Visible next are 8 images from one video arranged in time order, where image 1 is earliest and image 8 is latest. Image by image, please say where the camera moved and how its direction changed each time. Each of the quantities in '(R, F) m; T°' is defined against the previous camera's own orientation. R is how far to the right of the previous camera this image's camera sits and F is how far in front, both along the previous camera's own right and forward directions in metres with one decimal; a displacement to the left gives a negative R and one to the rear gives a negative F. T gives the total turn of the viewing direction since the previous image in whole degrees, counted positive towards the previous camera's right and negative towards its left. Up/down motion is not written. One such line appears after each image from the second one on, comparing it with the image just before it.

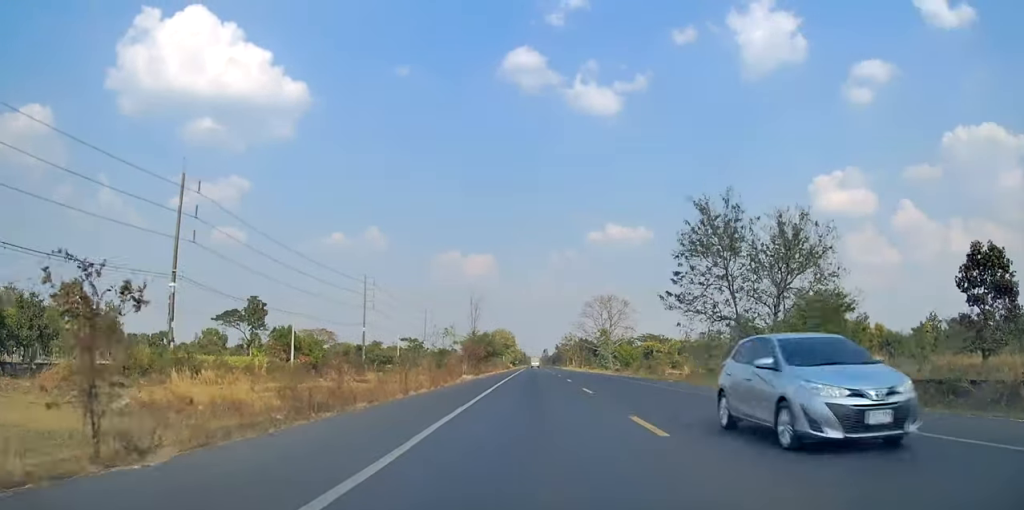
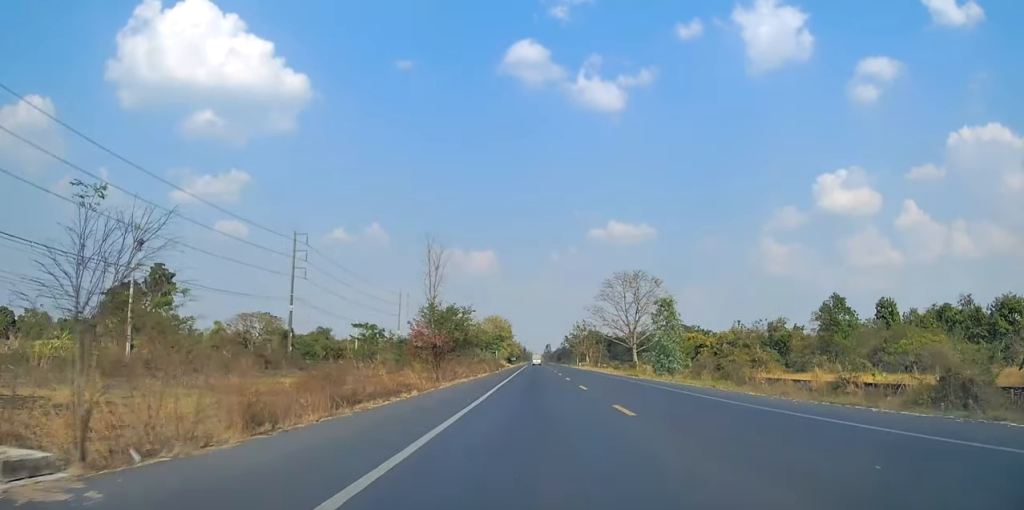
(+0.2, +43.6) m; 0°
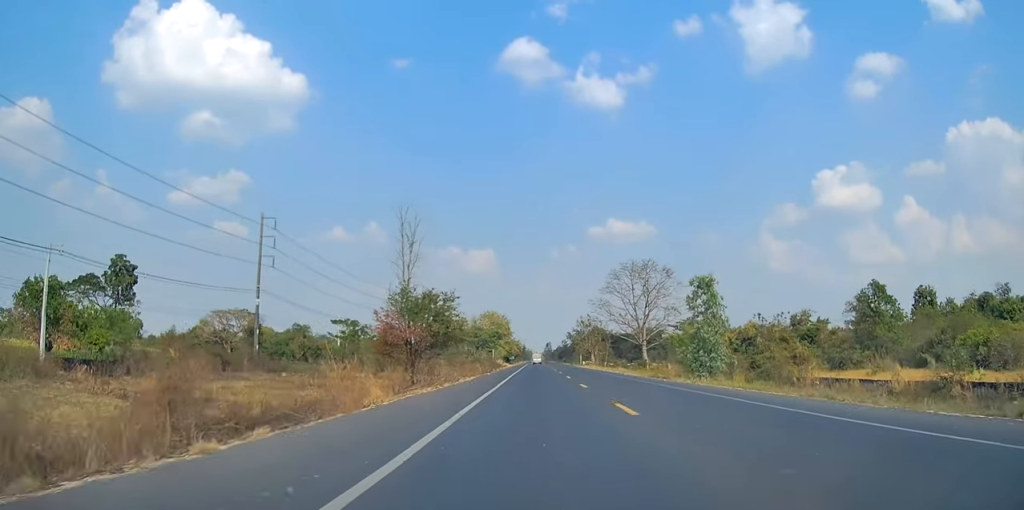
(0.0, +12.5) m; +1°
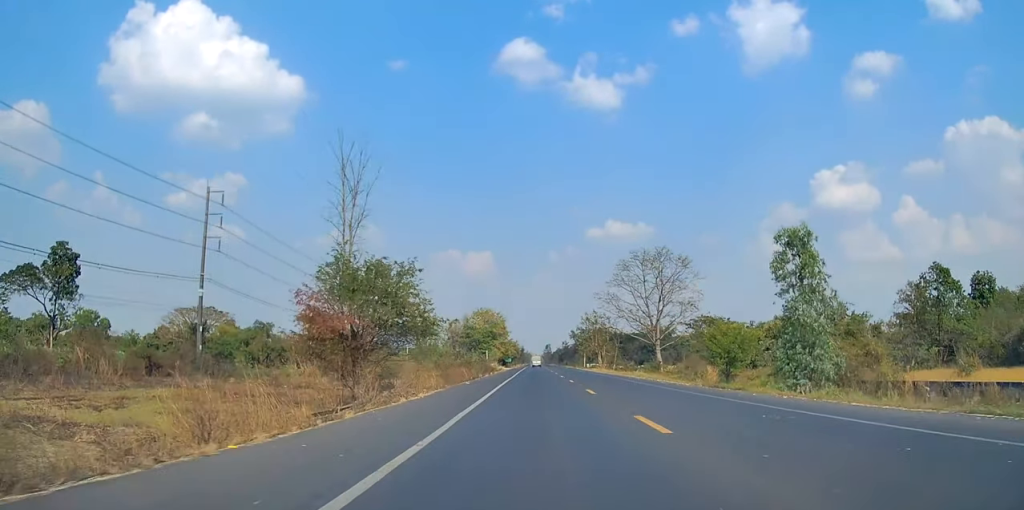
(+0.1, +15.0) m; 0°
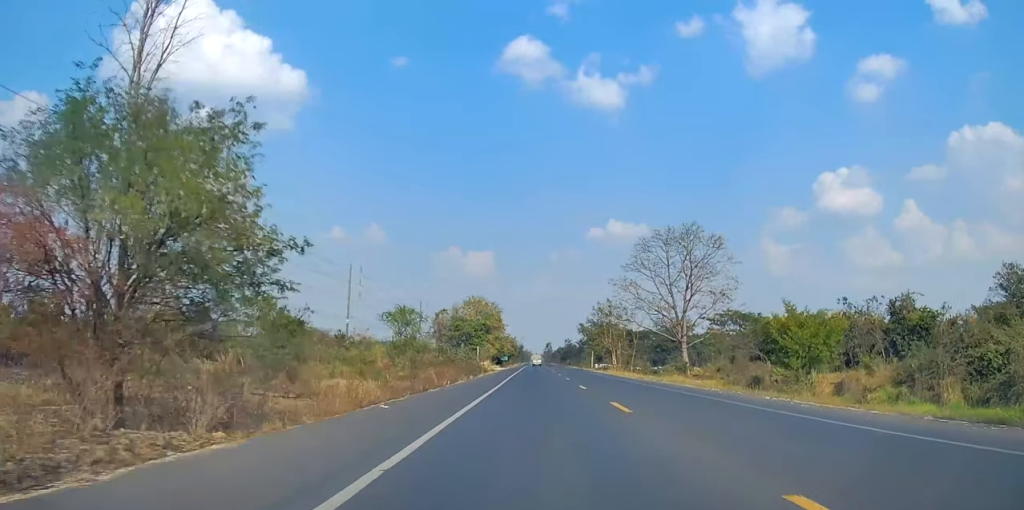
(+0.2, +19.0) m; 0°
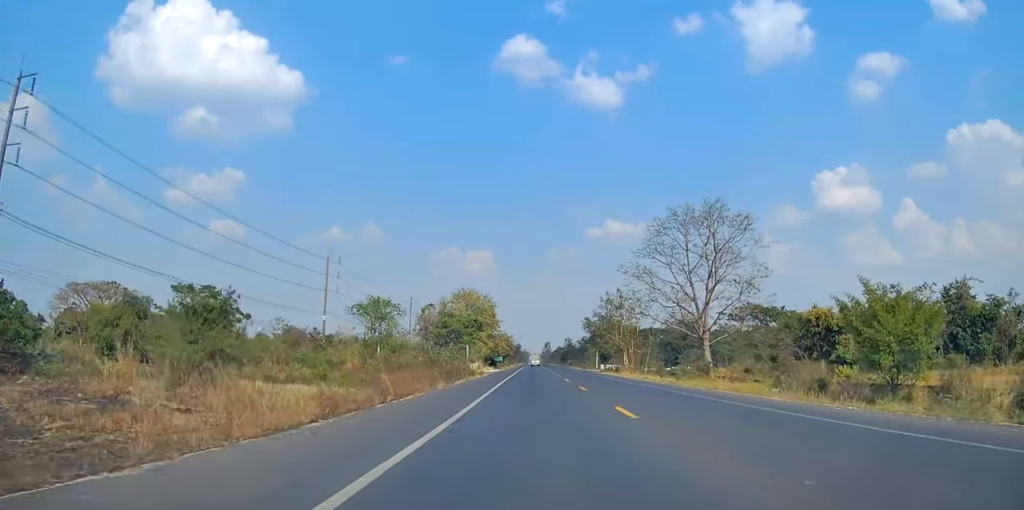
(-0.3, +13.7) m; -1°
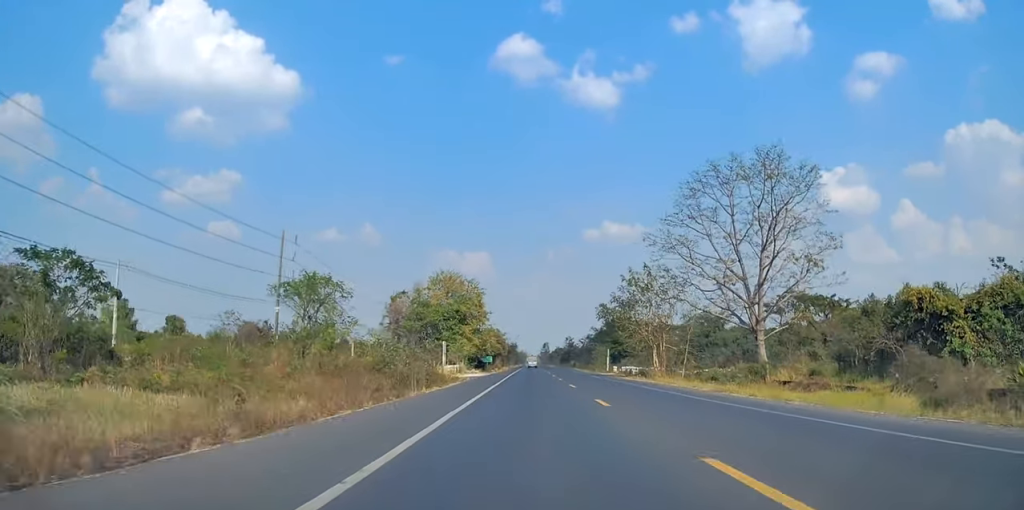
(+0.1, +19.3) m; +1°
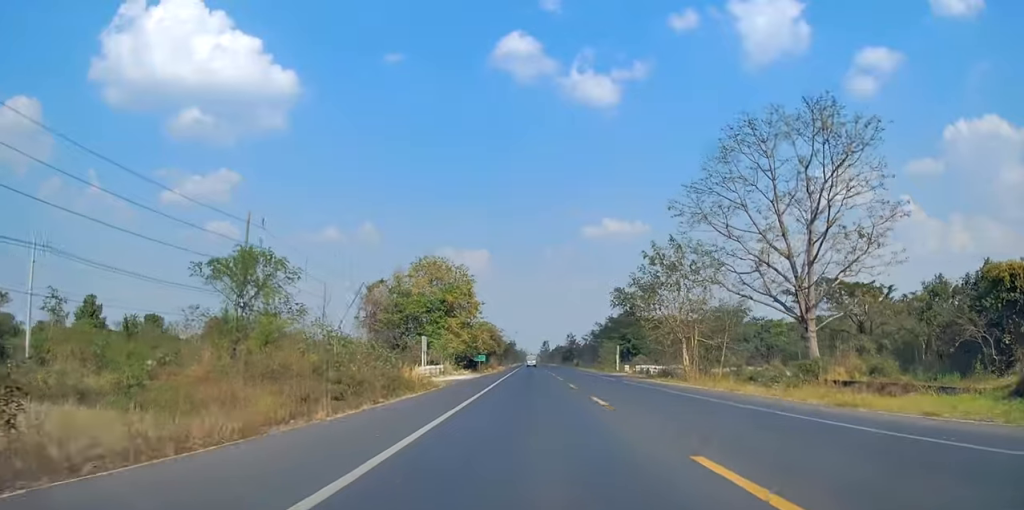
(+0.1, +11.7) m; 0°
